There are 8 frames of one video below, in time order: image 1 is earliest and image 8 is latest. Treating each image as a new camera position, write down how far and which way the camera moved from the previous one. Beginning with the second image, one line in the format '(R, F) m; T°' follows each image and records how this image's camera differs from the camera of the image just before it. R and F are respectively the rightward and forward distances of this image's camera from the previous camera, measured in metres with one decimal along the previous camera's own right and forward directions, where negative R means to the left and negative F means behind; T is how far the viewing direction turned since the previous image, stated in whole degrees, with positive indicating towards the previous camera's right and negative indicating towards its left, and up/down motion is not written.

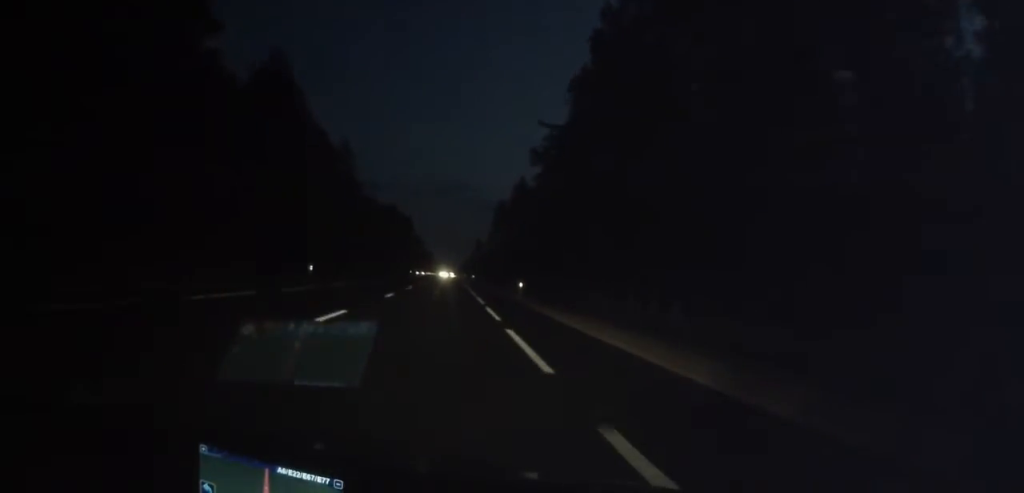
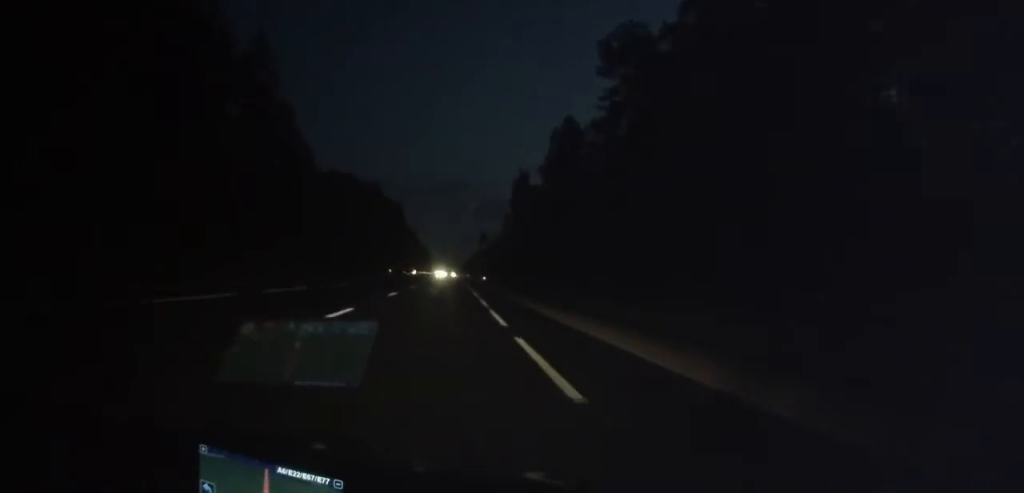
(0.0, +47.1) m; 0°
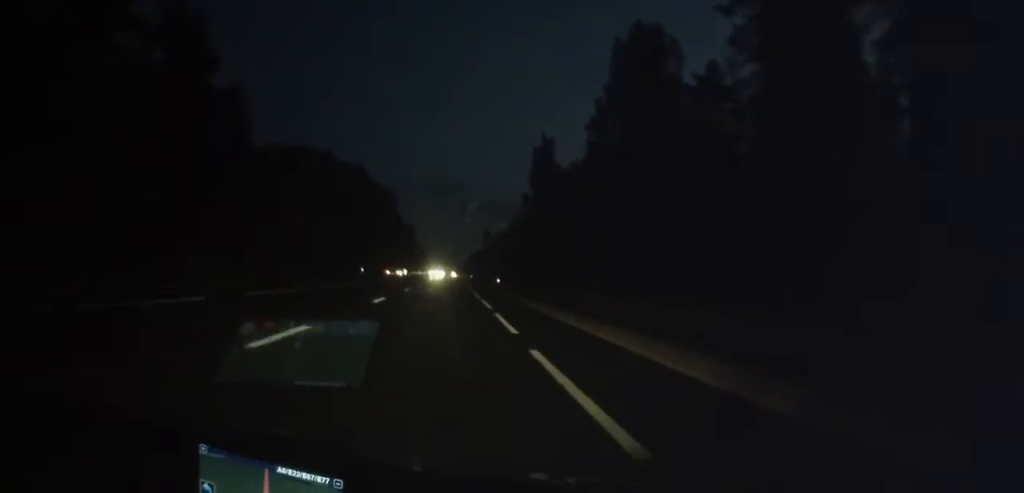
(-0.1, +29.1) m; 0°
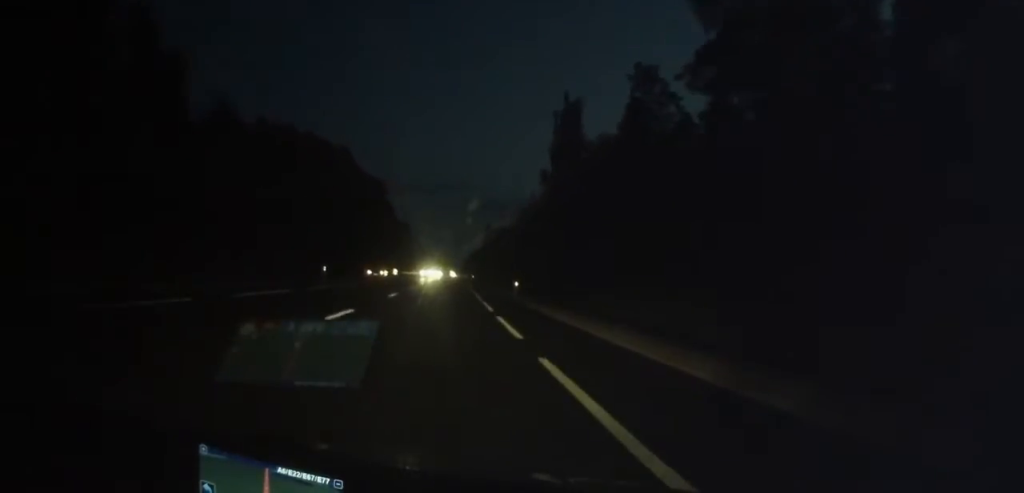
(+0.1, +19.1) m; +1°
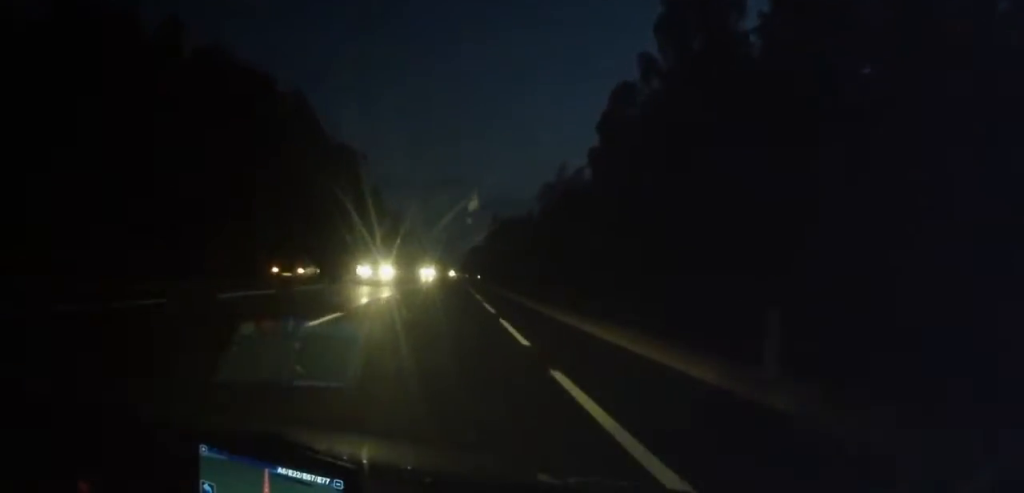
(+0.4, +37.3) m; 0°
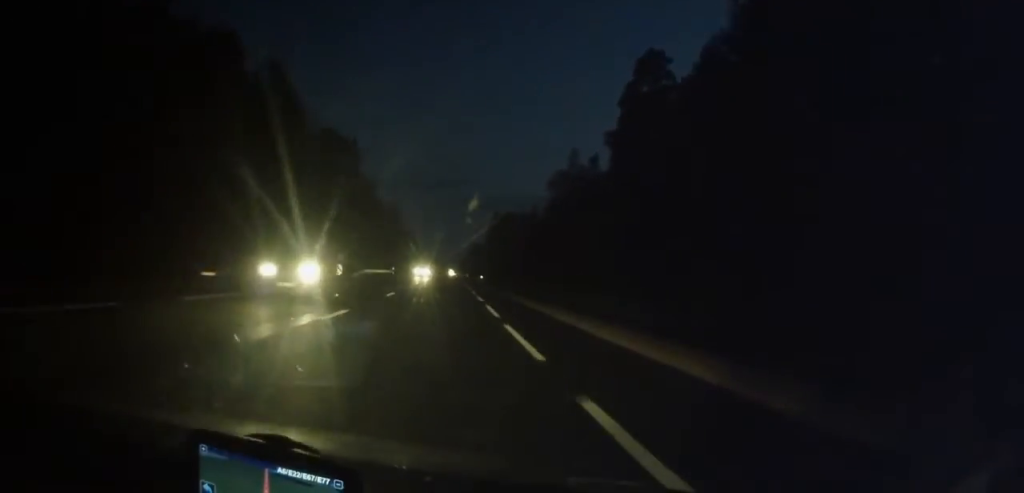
(-0.1, +10.9) m; 0°
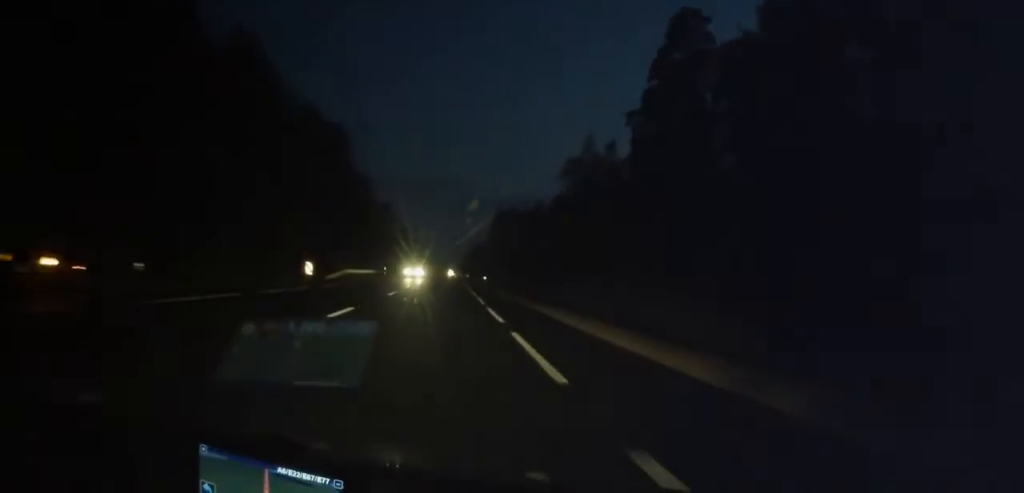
(-0.2, +10.9) m; 0°
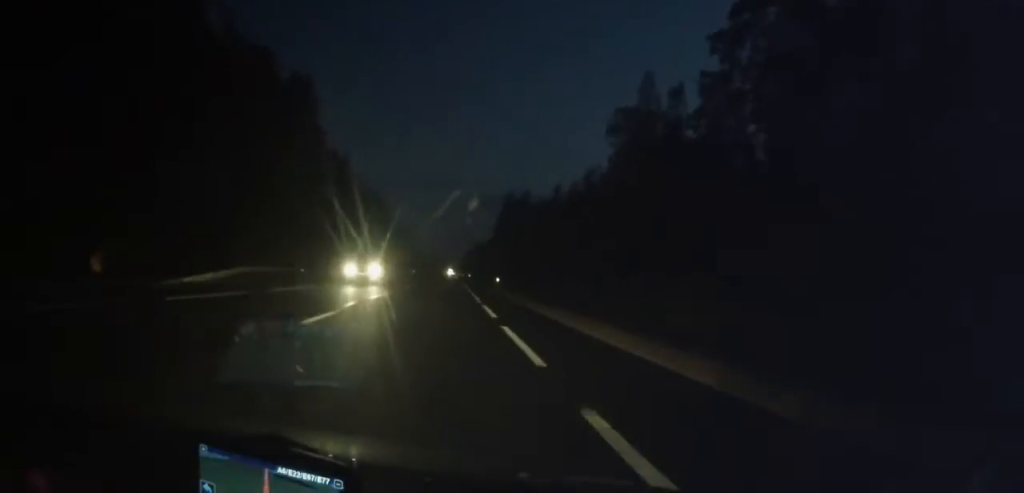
(-0.1, +25.3) m; 0°
